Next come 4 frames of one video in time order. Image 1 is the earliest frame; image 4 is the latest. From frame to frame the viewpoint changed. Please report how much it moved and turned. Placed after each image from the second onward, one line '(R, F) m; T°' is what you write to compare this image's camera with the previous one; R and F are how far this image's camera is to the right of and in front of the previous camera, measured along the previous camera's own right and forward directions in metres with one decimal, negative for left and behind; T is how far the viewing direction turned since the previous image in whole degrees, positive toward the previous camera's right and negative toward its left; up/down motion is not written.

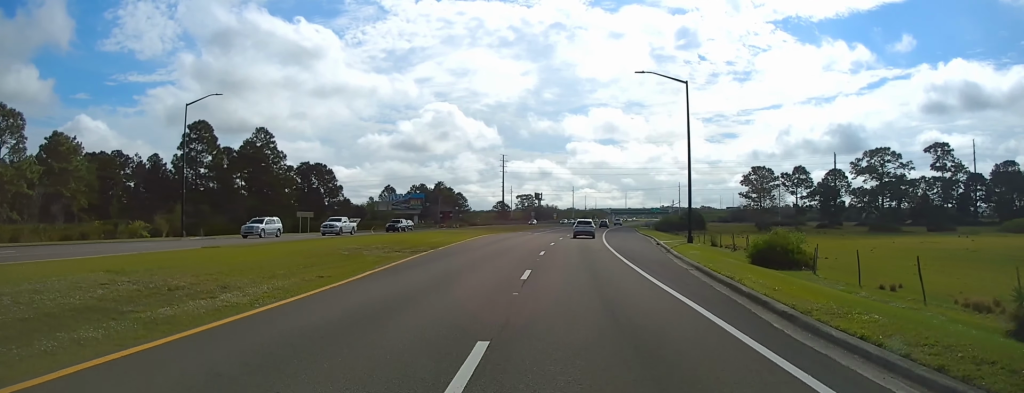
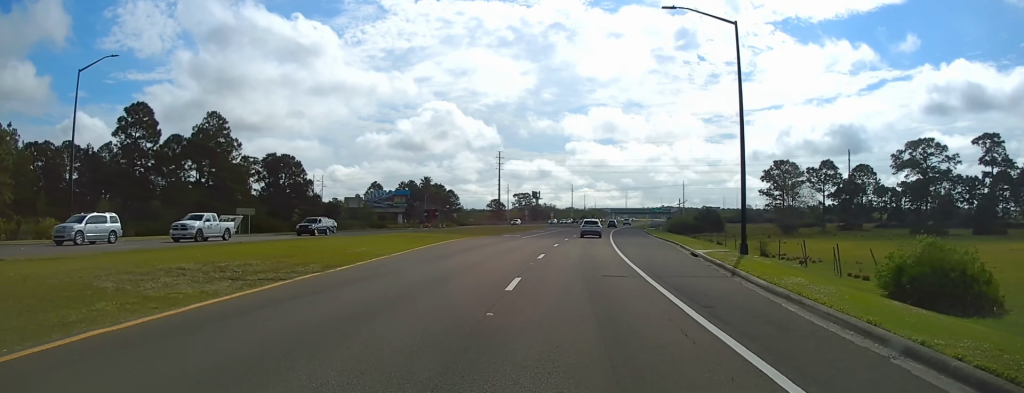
(+0.1, +15.3) m; +1°
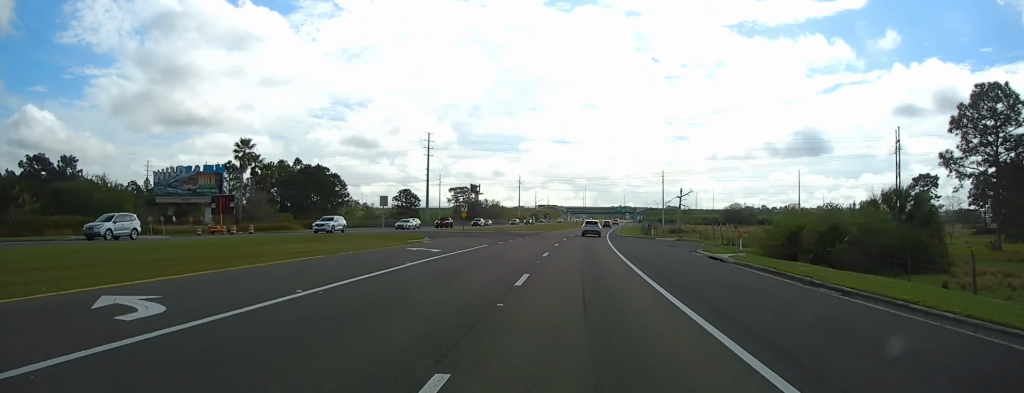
(+2.7, +72.4) m; +5°
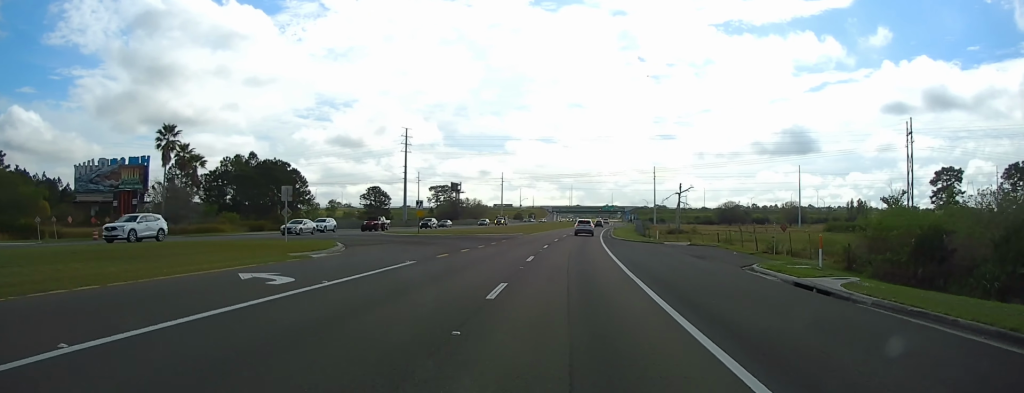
(+0.2, +14.9) m; +1°
